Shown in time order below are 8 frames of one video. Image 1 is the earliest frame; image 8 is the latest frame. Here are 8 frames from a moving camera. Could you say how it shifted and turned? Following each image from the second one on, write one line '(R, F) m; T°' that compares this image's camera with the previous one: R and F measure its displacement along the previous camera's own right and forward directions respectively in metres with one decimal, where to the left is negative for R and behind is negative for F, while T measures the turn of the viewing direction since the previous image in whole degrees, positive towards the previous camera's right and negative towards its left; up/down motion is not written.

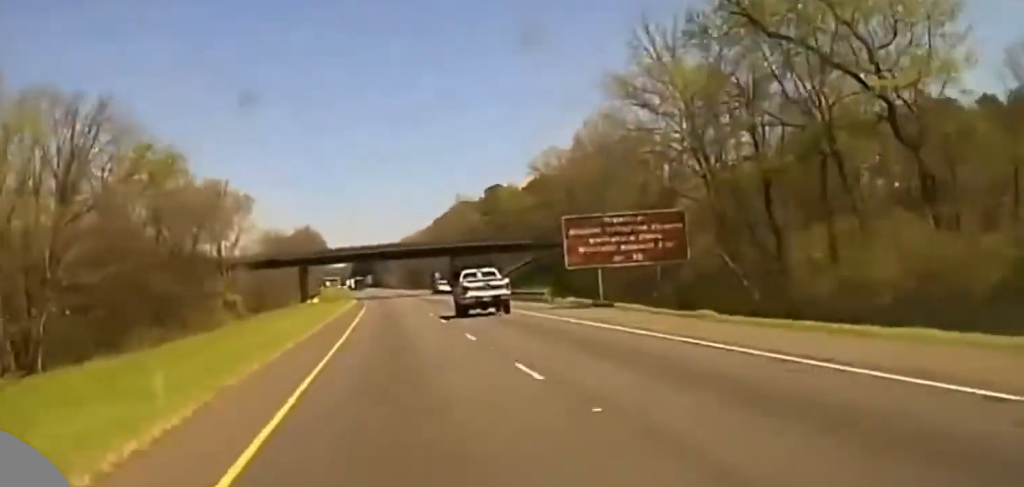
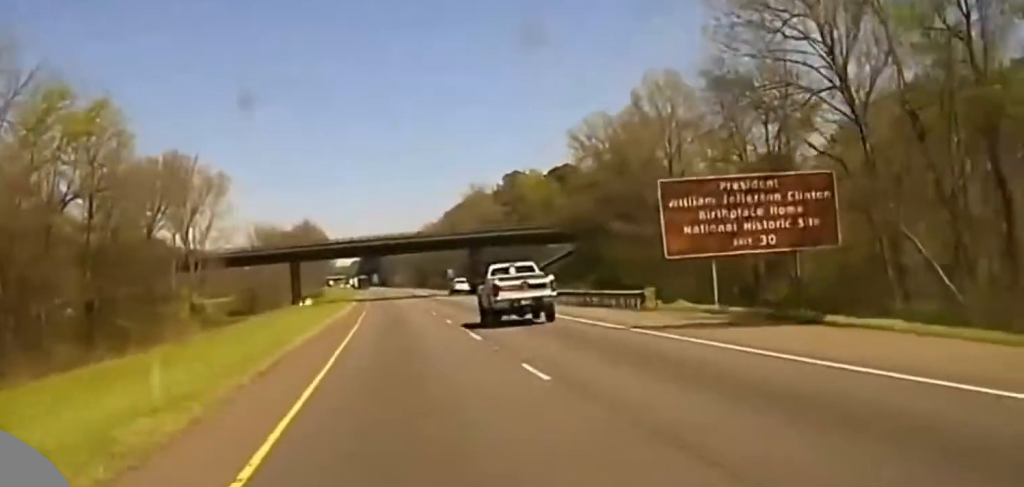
(-0.1, +25.8) m; 0°
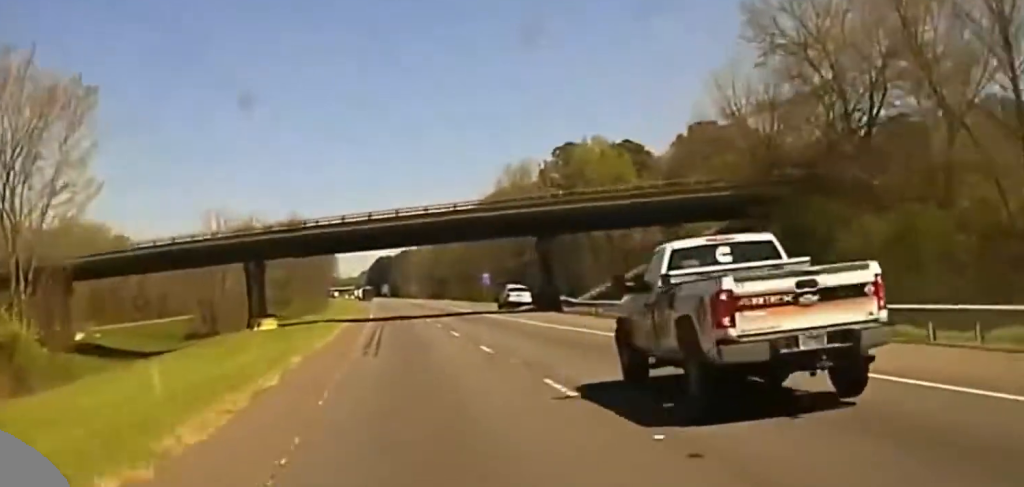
(0.0, +53.6) m; 0°
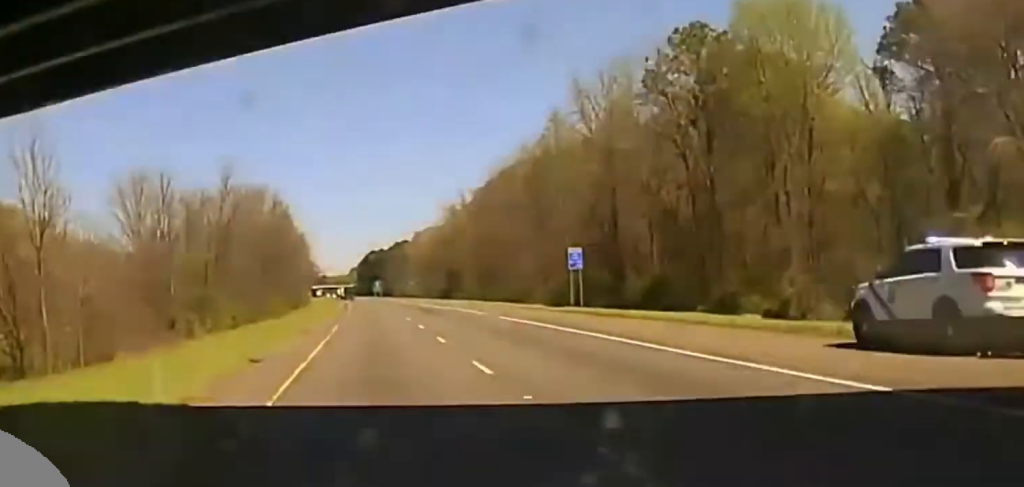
(-0.1, +69.2) m; 0°
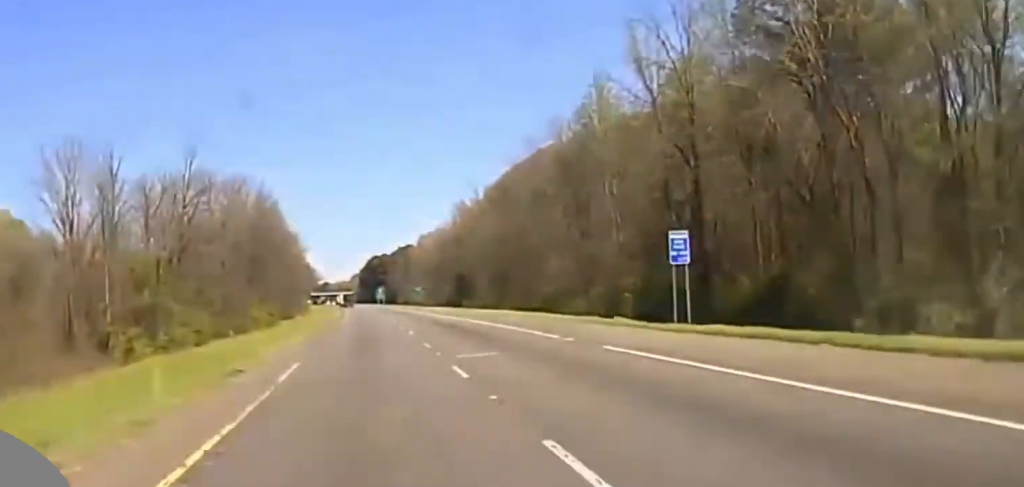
(0.0, +22.4) m; 0°
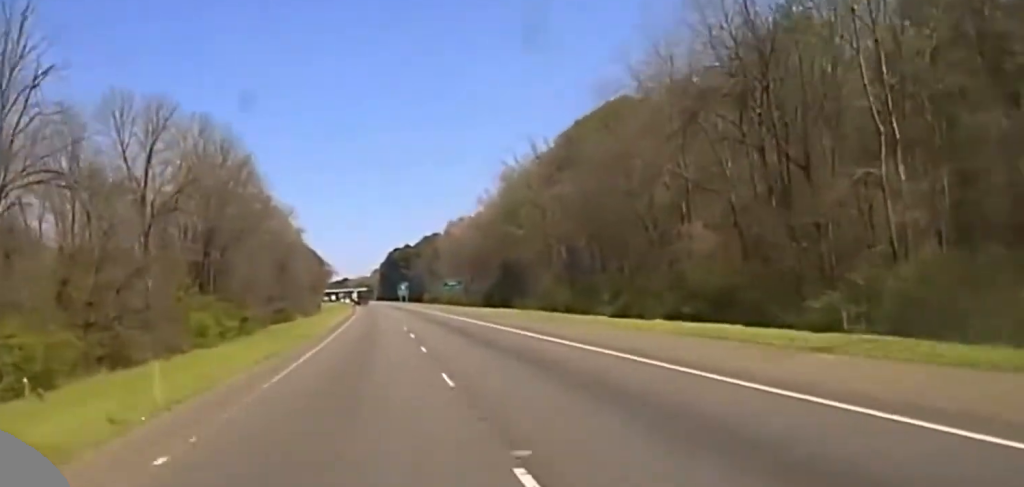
(-0.2, +52.2) m; -1°
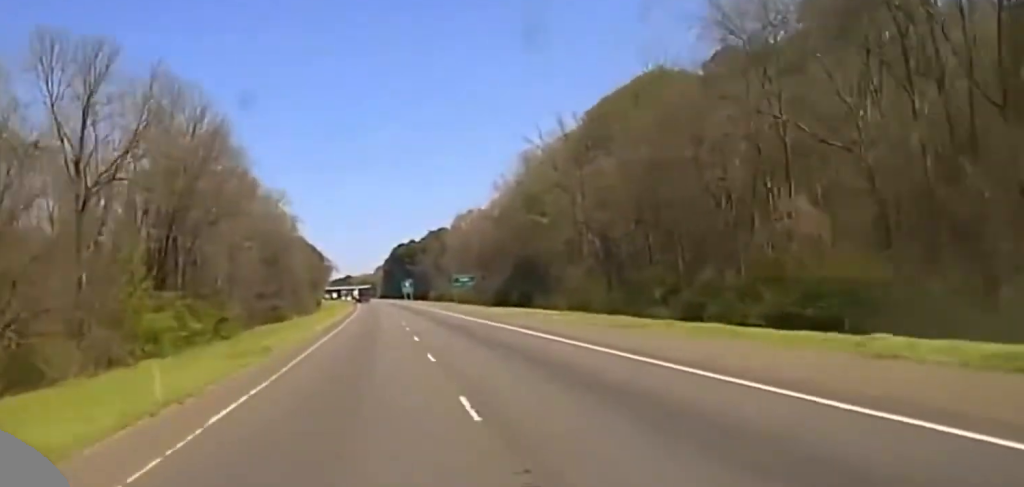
(0.0, +20.6) m; 0°
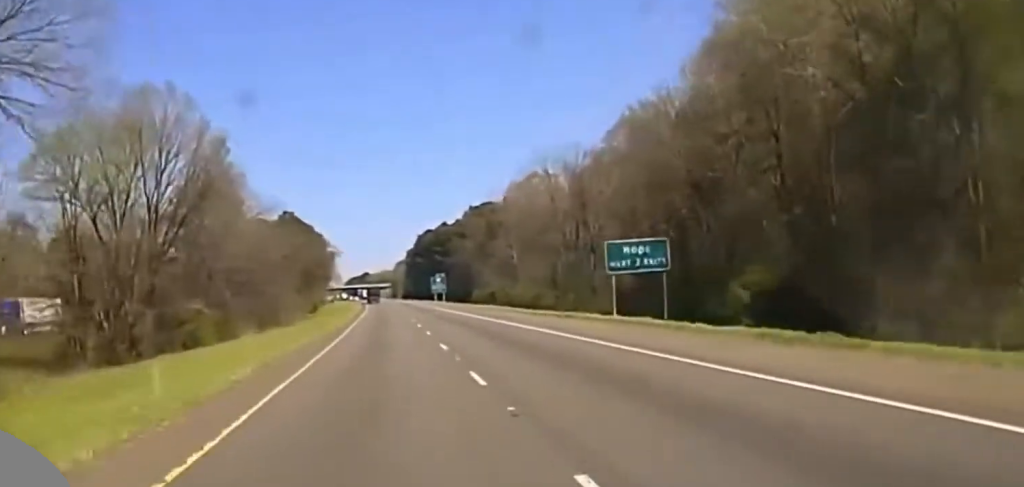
(-1.4, +96.5) m; -2°
